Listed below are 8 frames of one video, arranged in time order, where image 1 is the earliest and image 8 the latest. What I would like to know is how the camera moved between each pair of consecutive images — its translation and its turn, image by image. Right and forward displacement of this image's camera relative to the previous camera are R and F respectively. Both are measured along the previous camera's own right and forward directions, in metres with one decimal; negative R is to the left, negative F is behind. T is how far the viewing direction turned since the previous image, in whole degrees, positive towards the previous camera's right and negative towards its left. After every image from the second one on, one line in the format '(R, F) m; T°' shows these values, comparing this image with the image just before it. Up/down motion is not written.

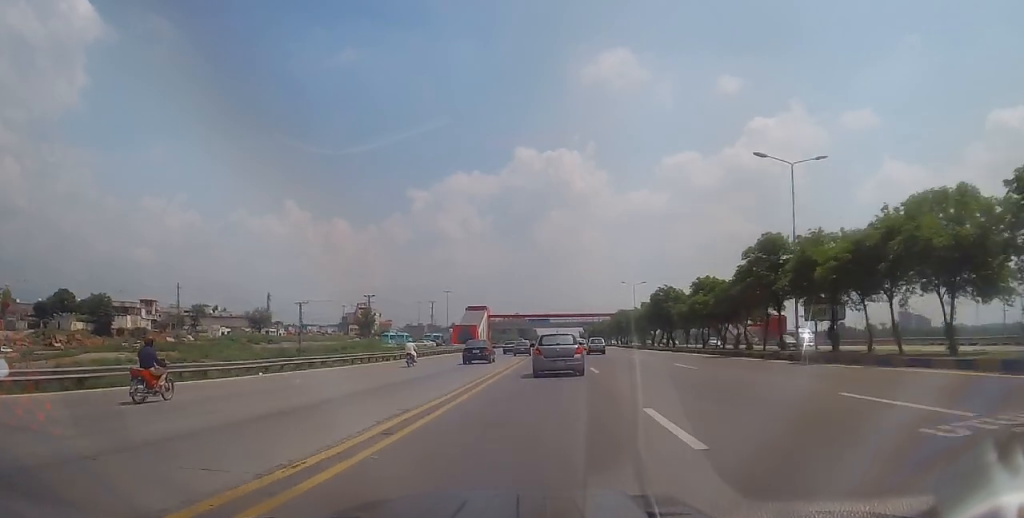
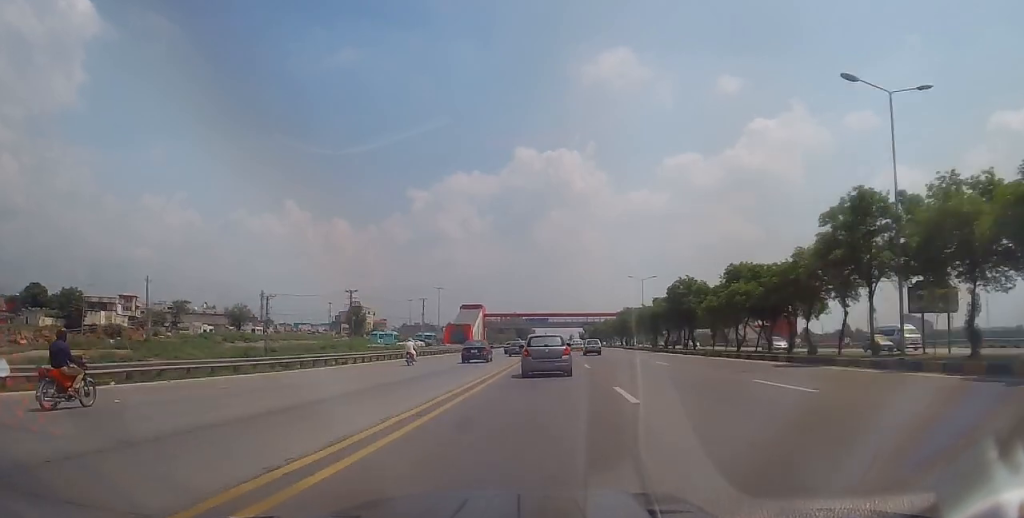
(+0.1, +11.0) m; +1°
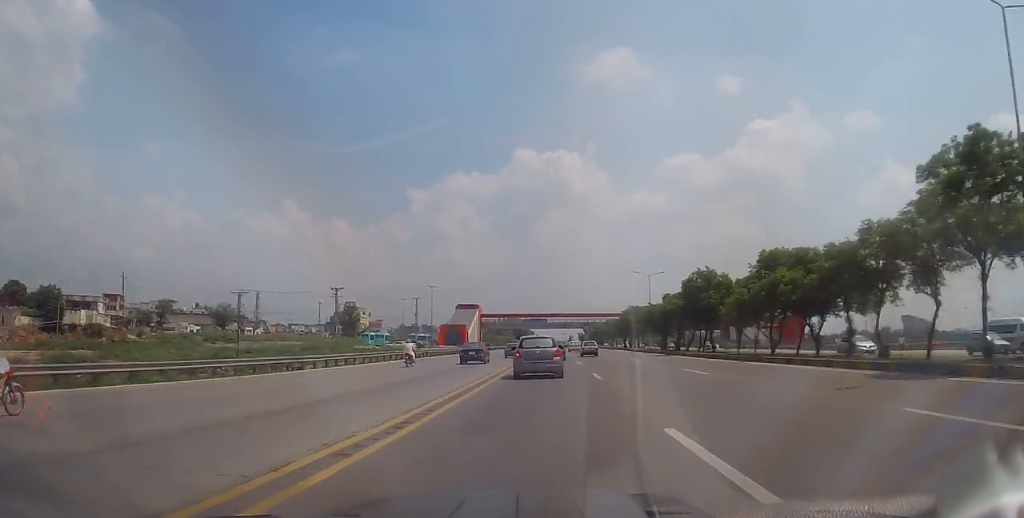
(+0.2, +7.5) m; 0°
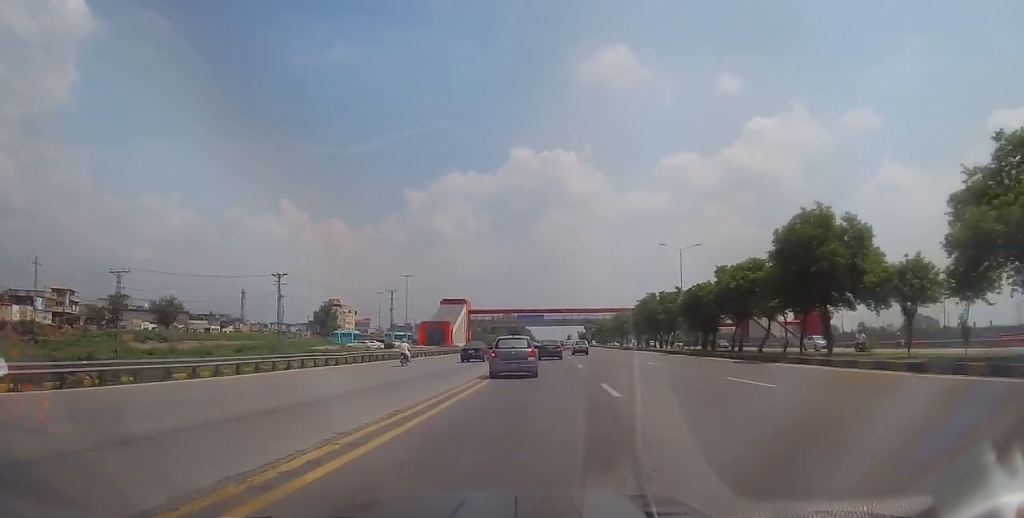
(-0.2, +22.6) m; -1°
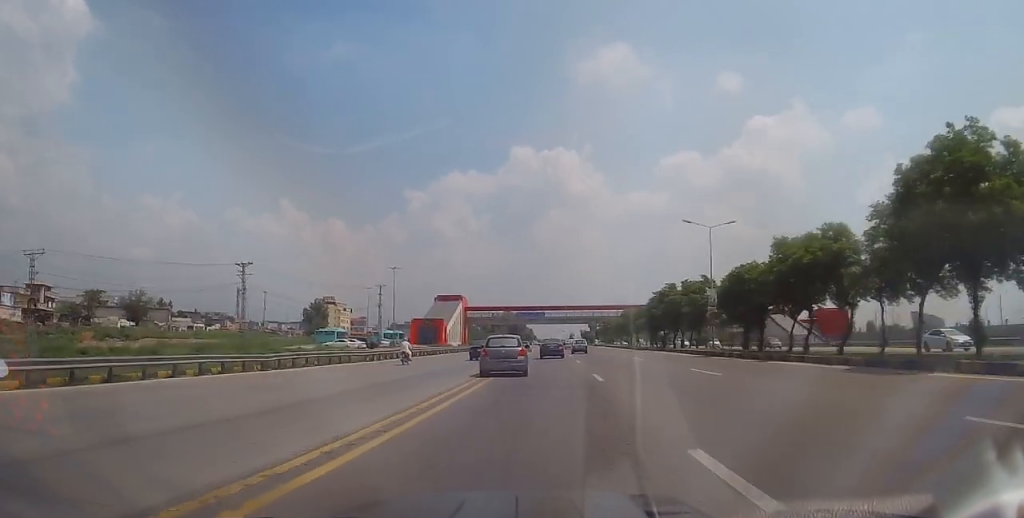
(-0.2, +11.0) m; +1°
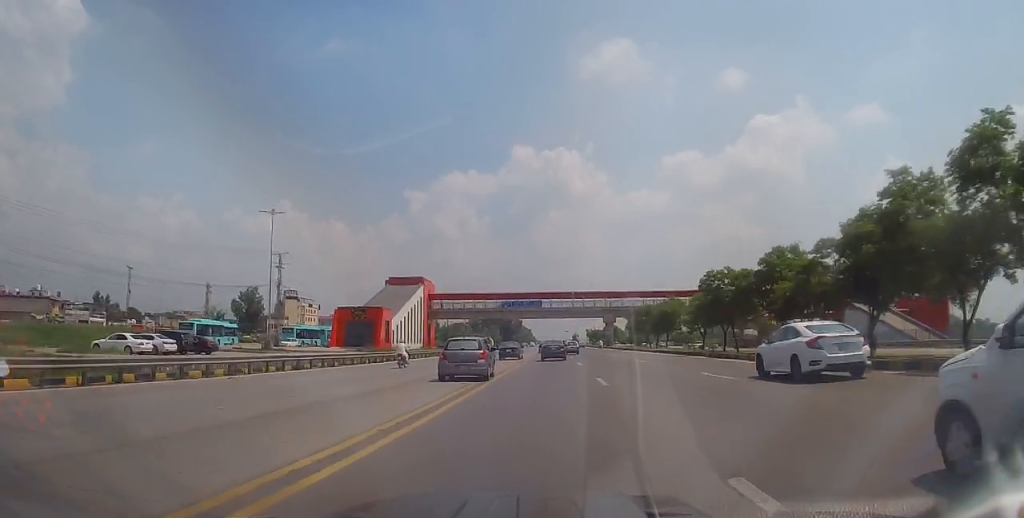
(+0.1, +49.1) m; -1°
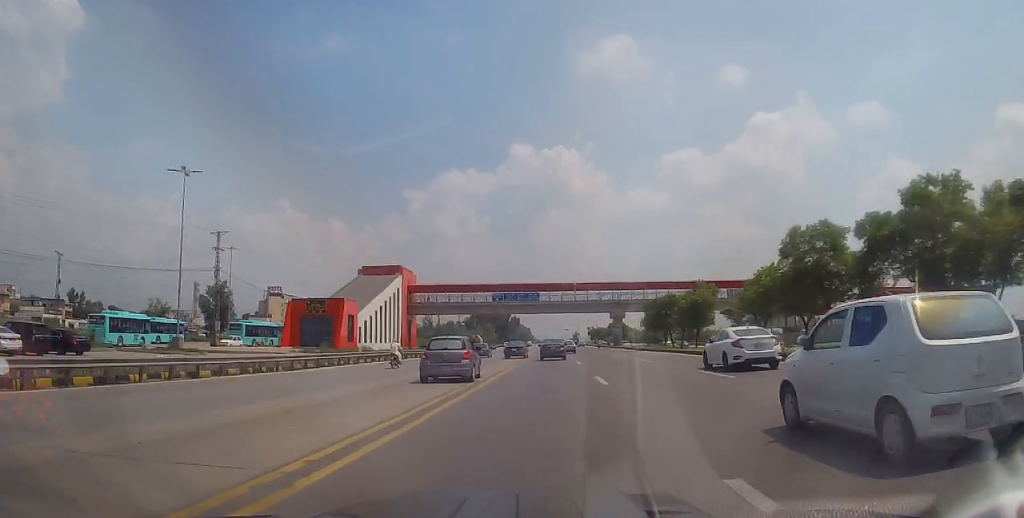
(+0.1, +16.0) m; 0°
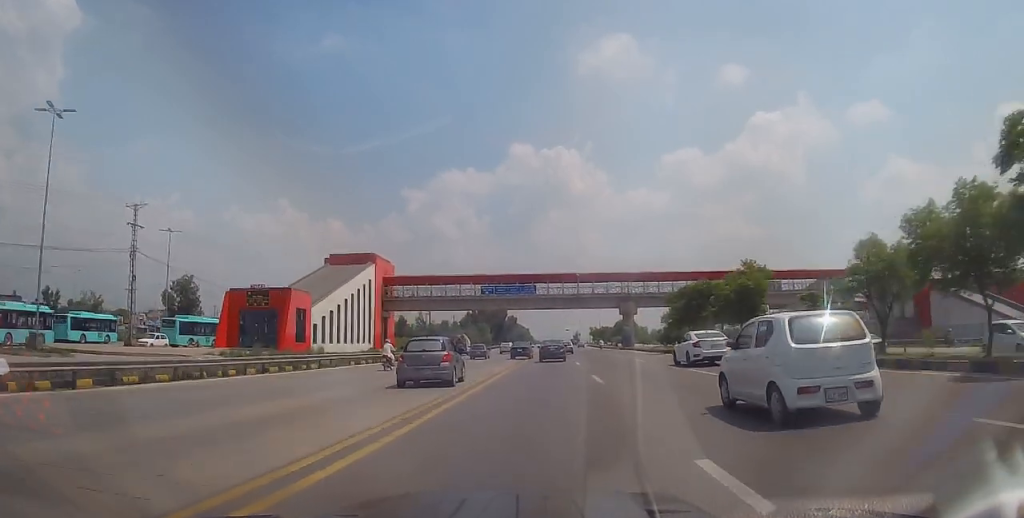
(0.0, +14.9) m; 0°
